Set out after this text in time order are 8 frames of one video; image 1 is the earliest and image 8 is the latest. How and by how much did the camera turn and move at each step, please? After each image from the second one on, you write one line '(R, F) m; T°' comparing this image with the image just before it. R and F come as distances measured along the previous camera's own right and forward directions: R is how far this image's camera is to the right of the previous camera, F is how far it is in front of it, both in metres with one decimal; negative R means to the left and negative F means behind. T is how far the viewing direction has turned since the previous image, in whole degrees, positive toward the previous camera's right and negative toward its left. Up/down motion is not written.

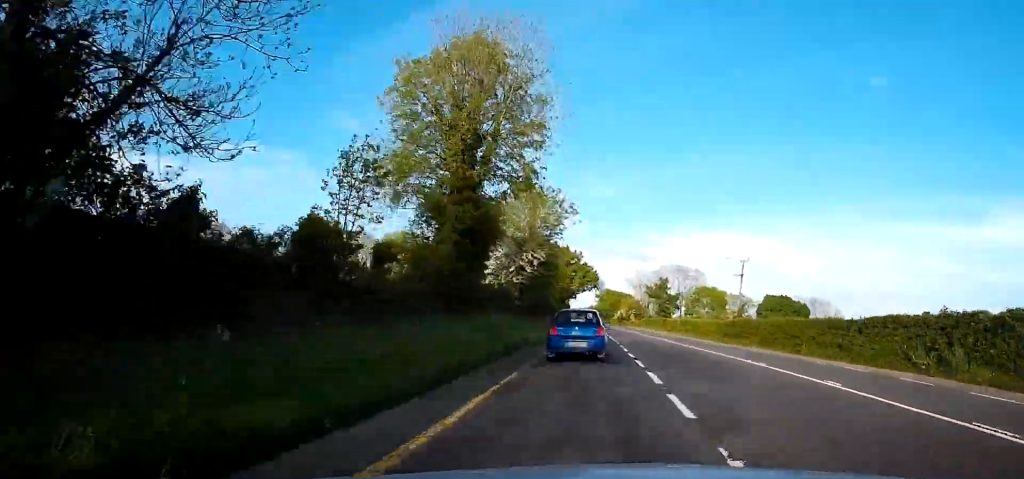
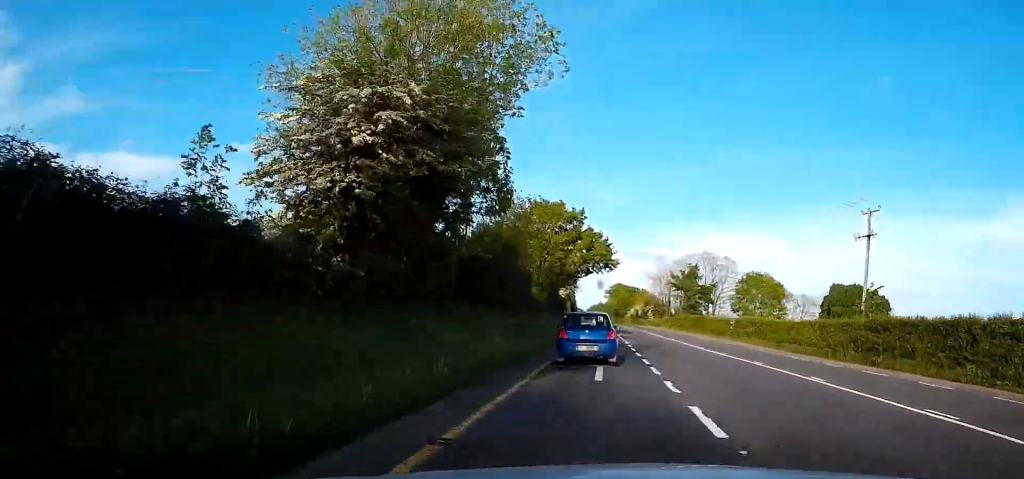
(-0.2, +28.8) m; -1°
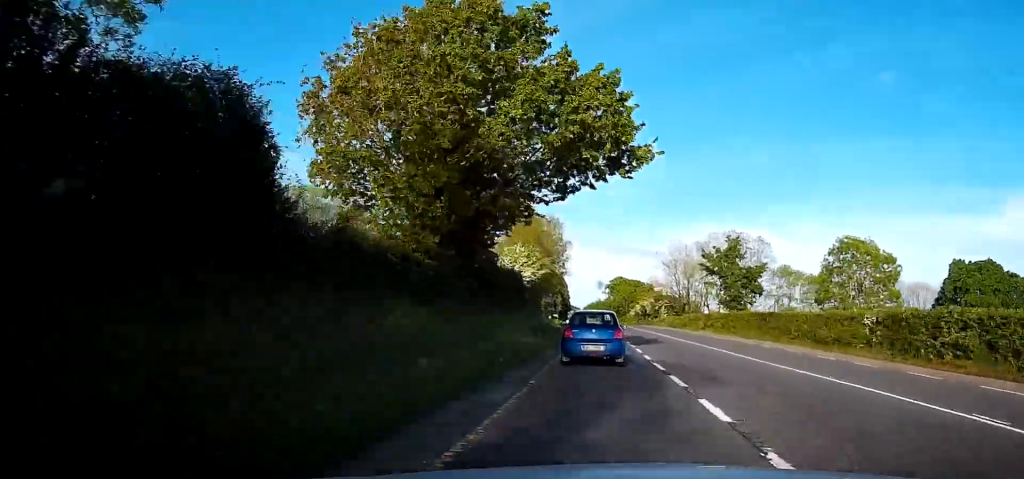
(-0.2, +31.9) m; 0°
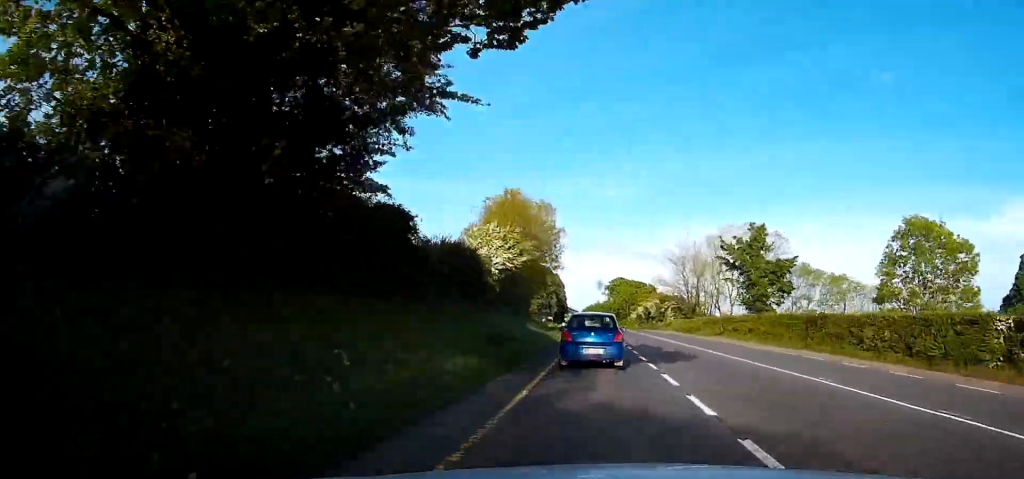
(0.0, +11.4) m; 0°
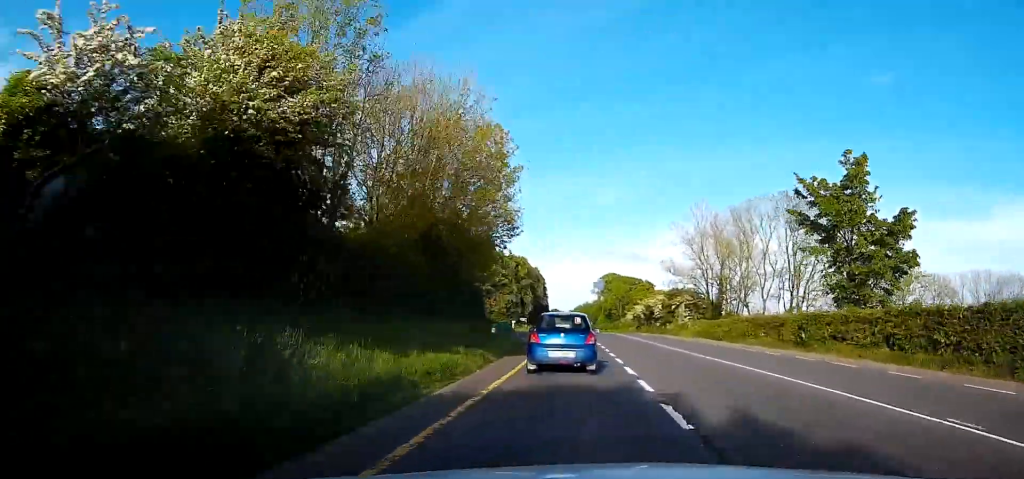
(0.0, +26.1) m; 0°
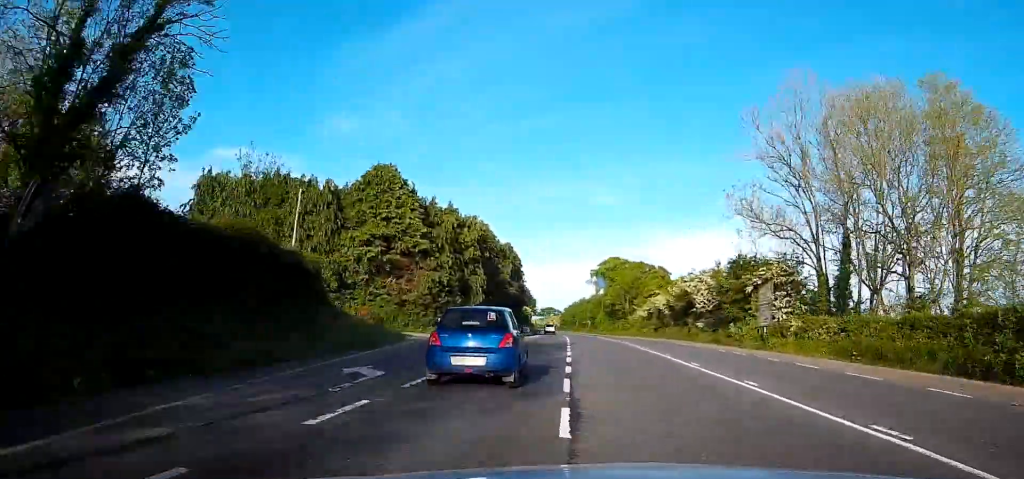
(+0.2, +37.0) m; 0°
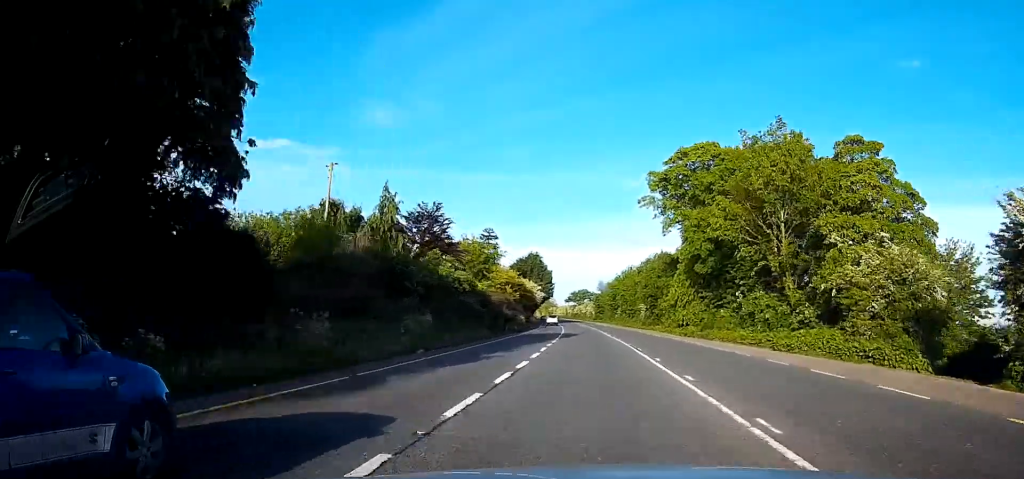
(-2.2, +75.6) m; -4°
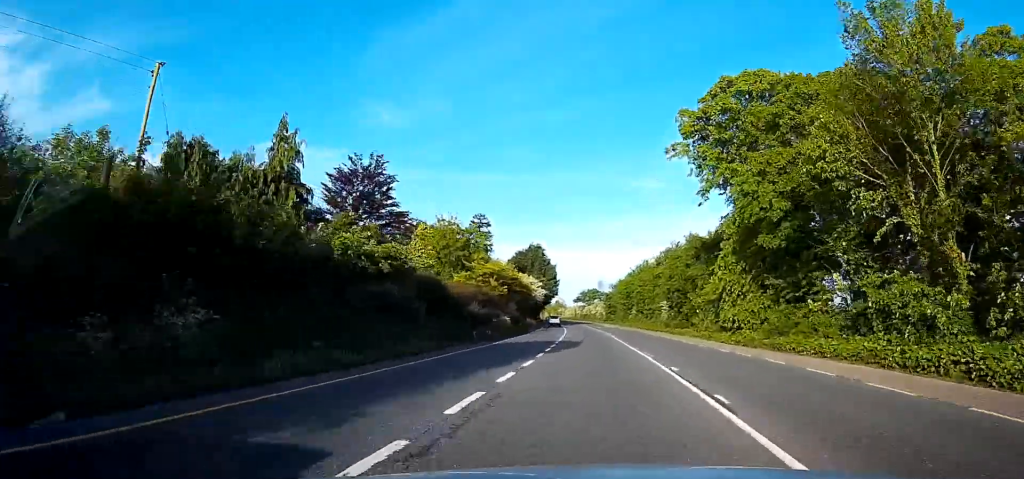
(-0.1, +15.7) m; -1°
